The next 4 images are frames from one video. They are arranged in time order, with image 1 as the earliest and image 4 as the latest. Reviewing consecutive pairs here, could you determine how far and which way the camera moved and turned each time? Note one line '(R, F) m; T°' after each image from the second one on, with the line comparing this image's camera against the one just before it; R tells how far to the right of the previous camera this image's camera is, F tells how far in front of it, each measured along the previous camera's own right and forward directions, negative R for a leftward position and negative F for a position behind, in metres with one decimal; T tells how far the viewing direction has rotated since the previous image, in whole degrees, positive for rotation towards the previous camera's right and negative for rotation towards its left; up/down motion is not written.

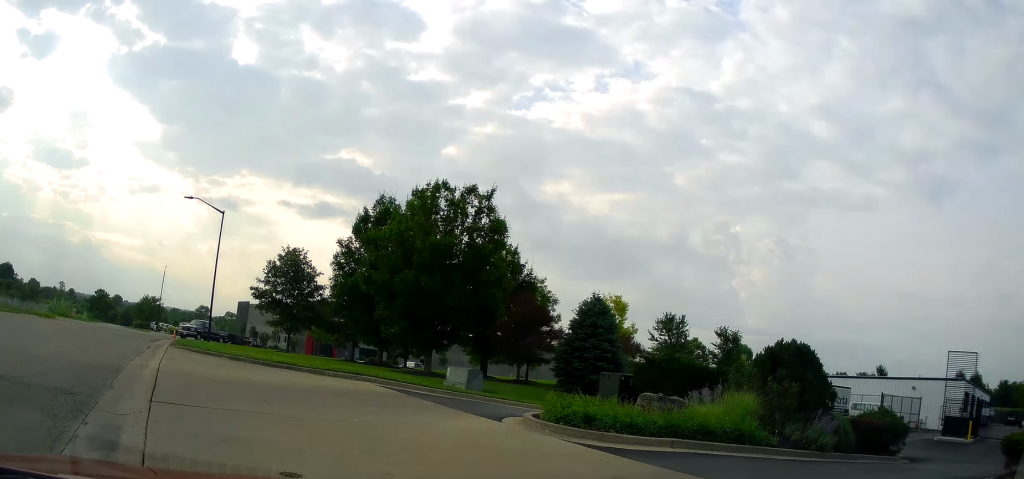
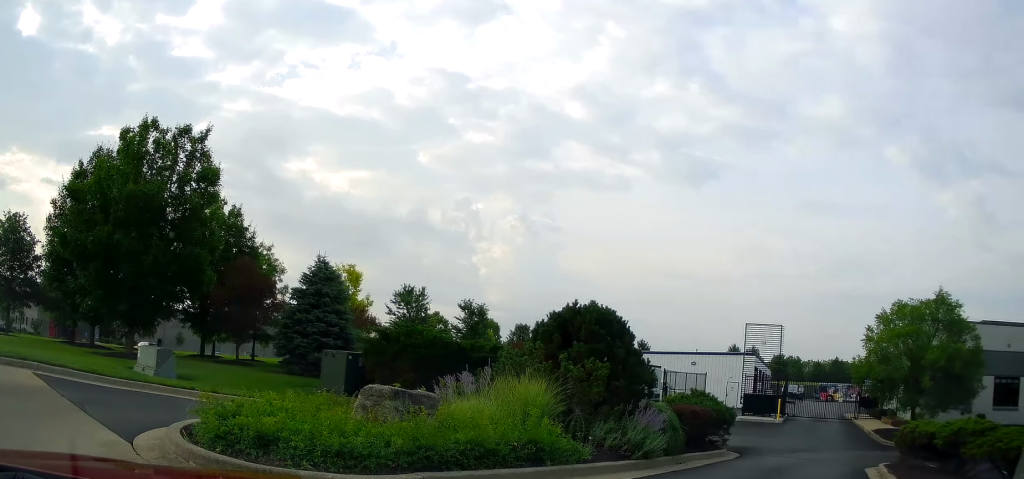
(+0.9, +4.7) m; +43°
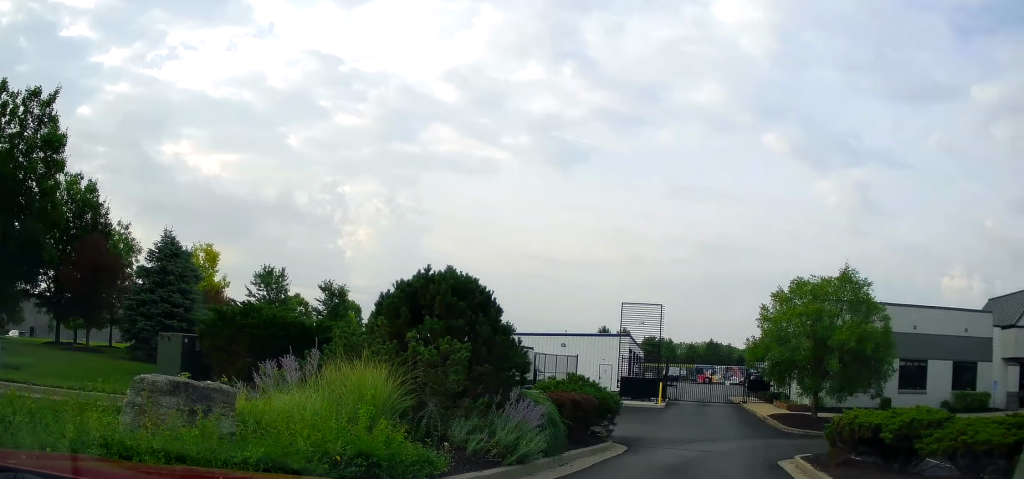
(+0.6, +1.7) m; +20°
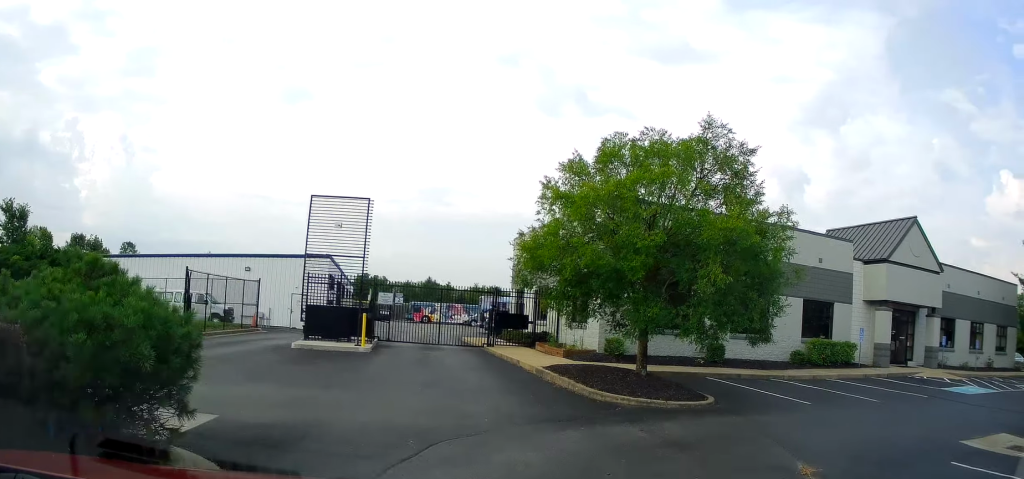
(+0.2, +8.6) m; +1°
